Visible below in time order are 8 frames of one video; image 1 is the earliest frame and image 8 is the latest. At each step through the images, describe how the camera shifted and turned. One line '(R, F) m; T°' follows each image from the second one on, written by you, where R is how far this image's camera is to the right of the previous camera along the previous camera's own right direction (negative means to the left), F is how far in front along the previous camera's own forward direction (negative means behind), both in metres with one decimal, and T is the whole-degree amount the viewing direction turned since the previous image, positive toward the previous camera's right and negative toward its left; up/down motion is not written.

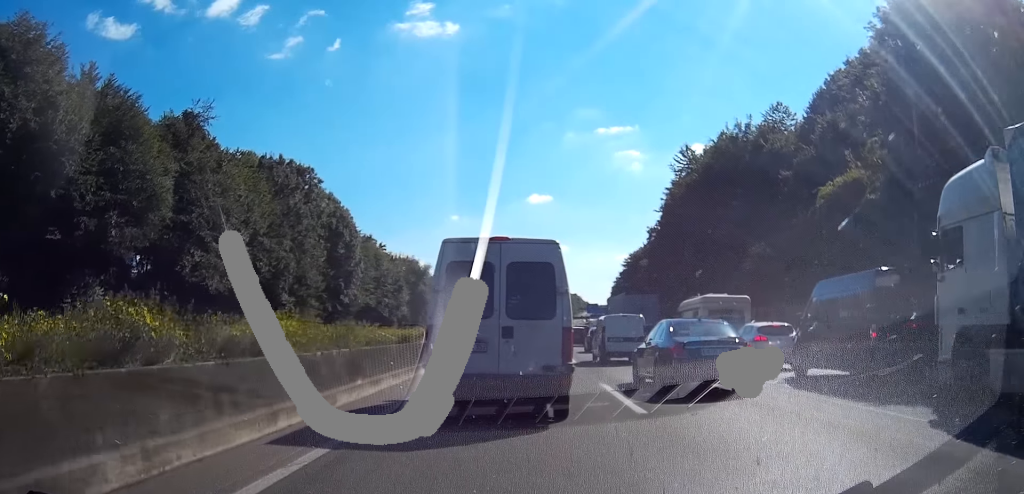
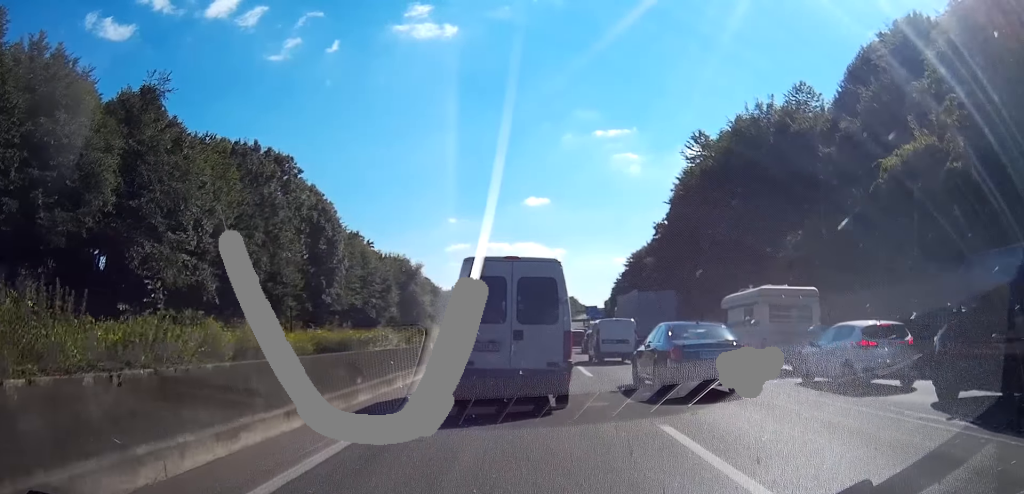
(-0.2, +9.5) m; -1°
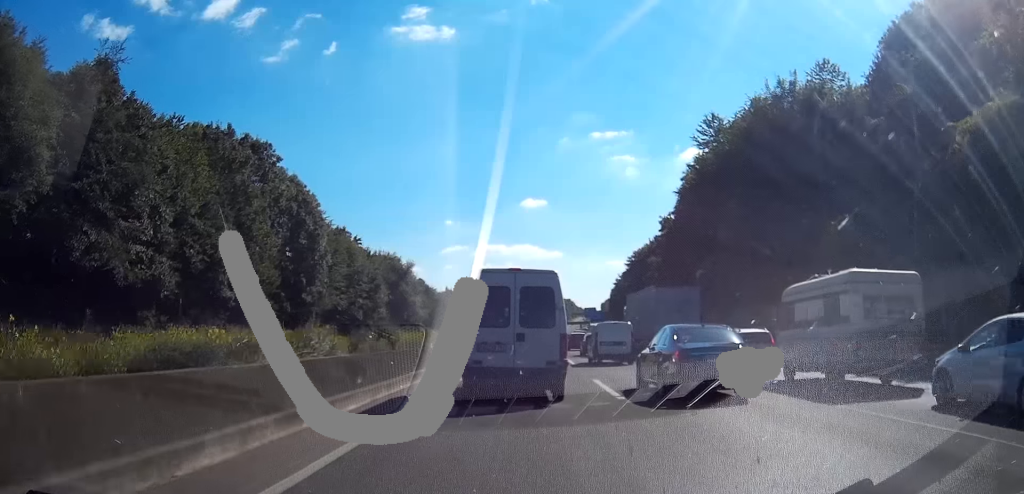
(+0.2, +8.8) m; +1°
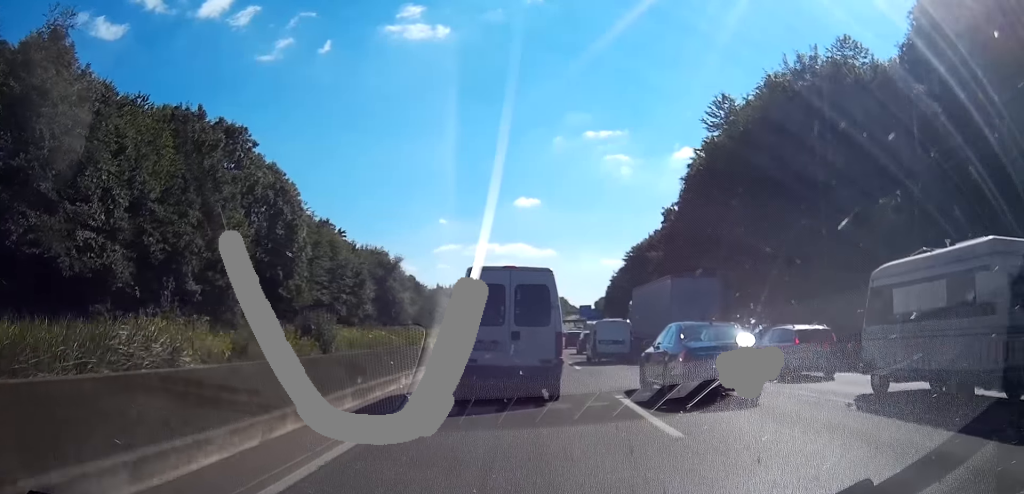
(0.0, +7.1) m; 0°
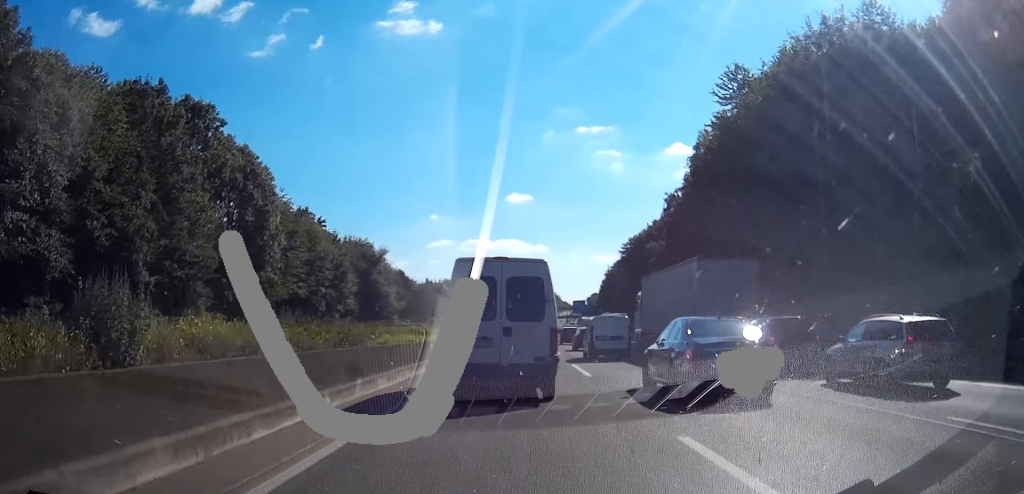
(0.0, +7.1) m; -1°
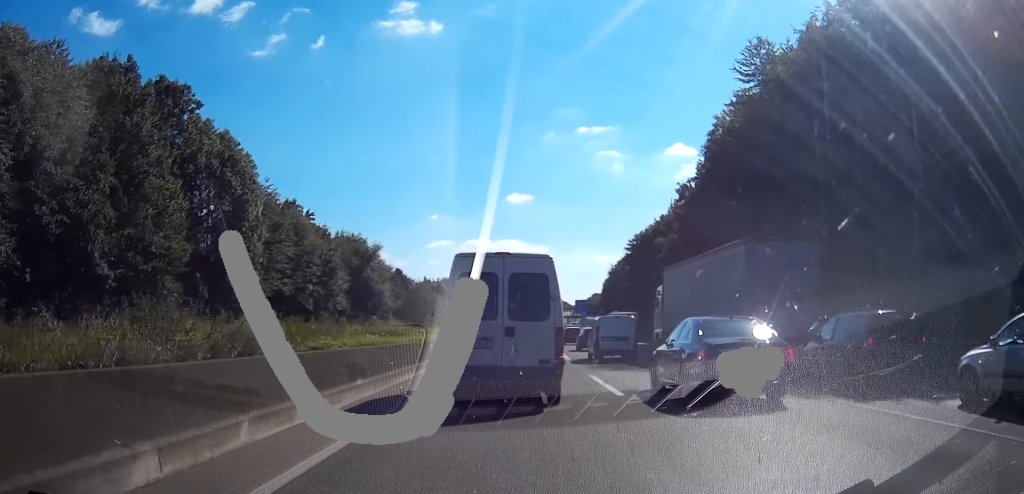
(-0.2, +6.3) m; -3°
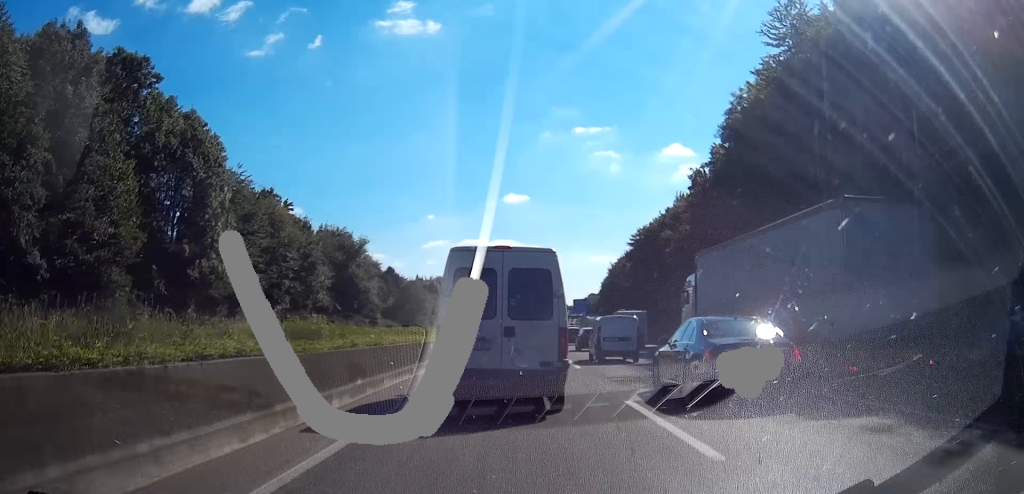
(-0.2, +8.3) m; -1°
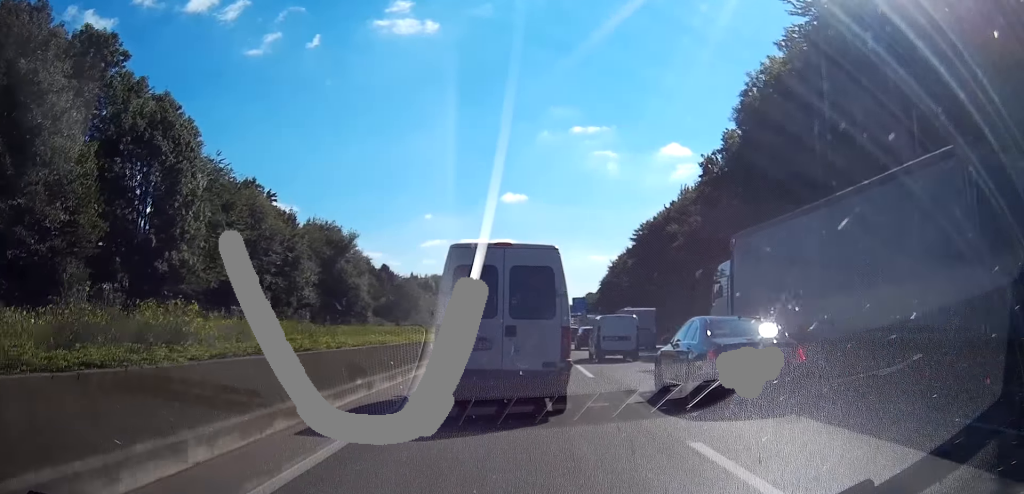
(+0.1, +5.8) m; +2°
